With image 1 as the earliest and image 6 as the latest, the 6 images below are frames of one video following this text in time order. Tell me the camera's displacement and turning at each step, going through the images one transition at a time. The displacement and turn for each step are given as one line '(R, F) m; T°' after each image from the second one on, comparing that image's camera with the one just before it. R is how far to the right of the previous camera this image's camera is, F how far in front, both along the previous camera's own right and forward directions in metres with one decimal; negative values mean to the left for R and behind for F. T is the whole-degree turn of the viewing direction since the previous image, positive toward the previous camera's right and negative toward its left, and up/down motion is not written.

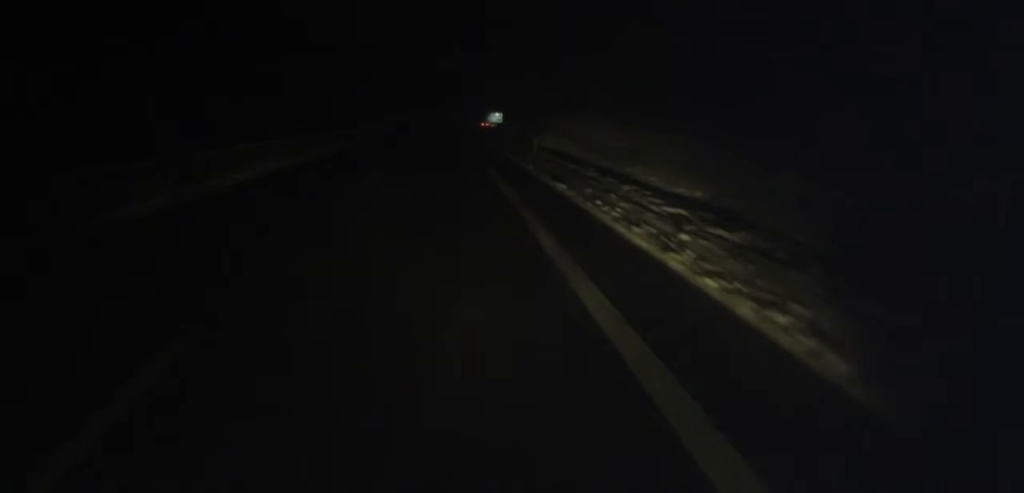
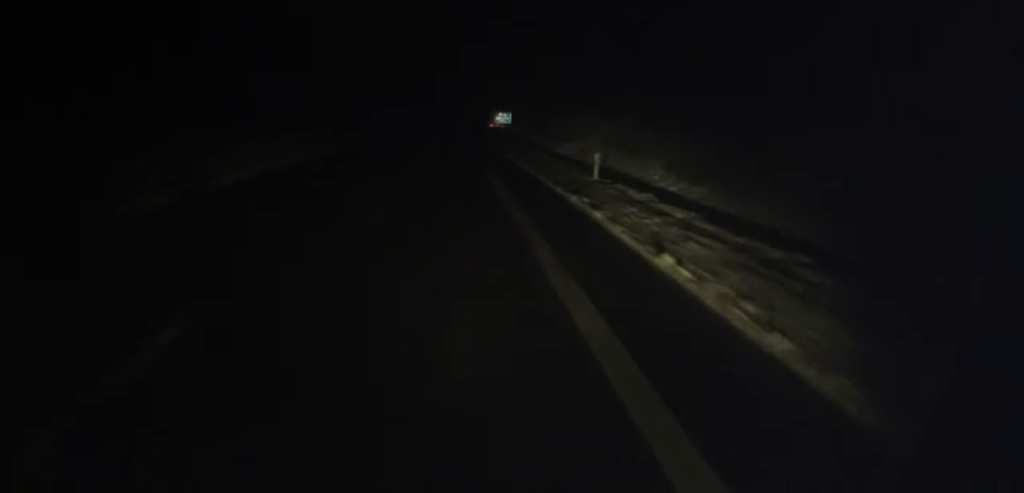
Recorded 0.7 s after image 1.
(+0.6, +16.8) m; +1°
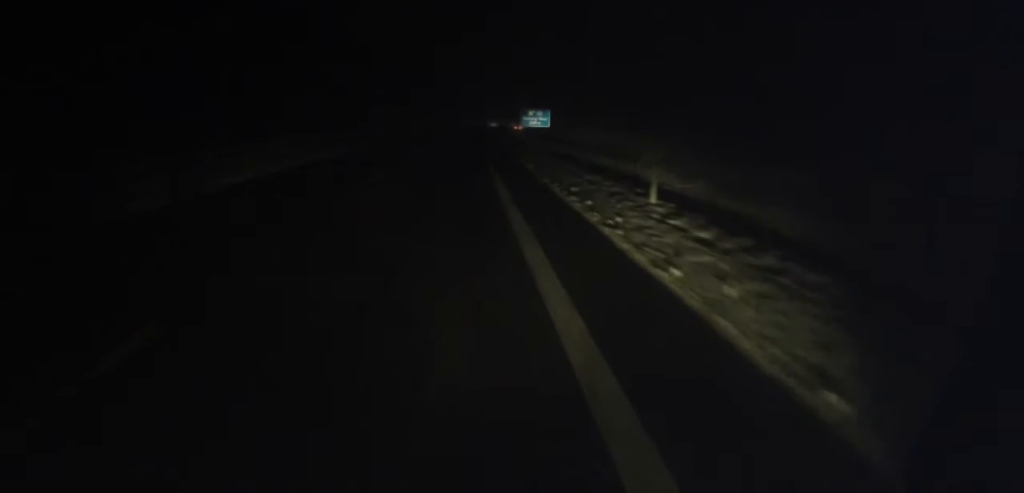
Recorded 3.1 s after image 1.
(-0.4, +55.2) m; -1°
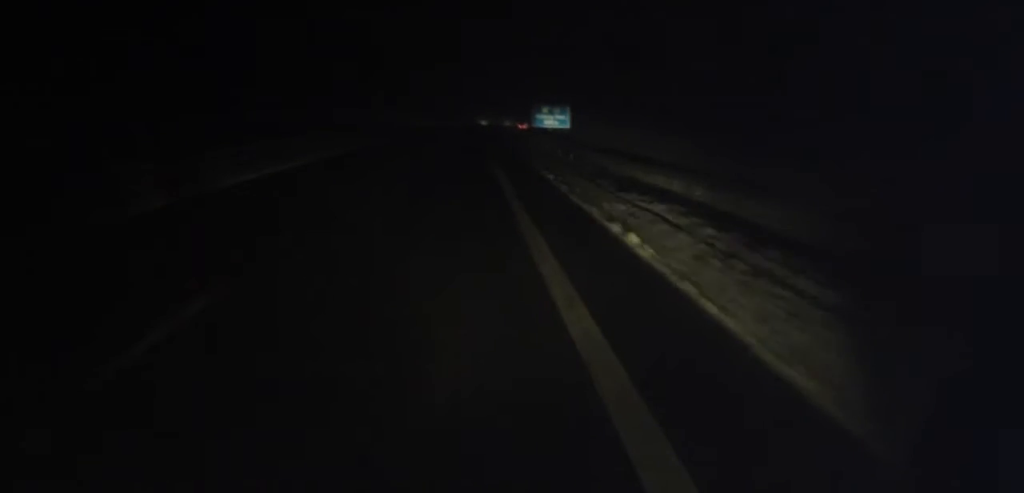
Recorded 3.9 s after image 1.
(0.0, +16.8) m; -1°
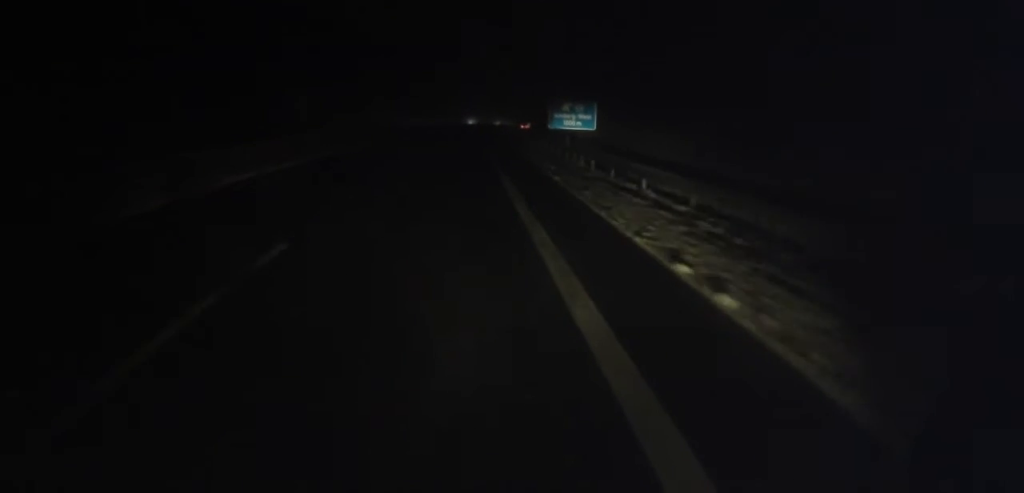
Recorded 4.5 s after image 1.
(-0.2, +15.3) m; 0°
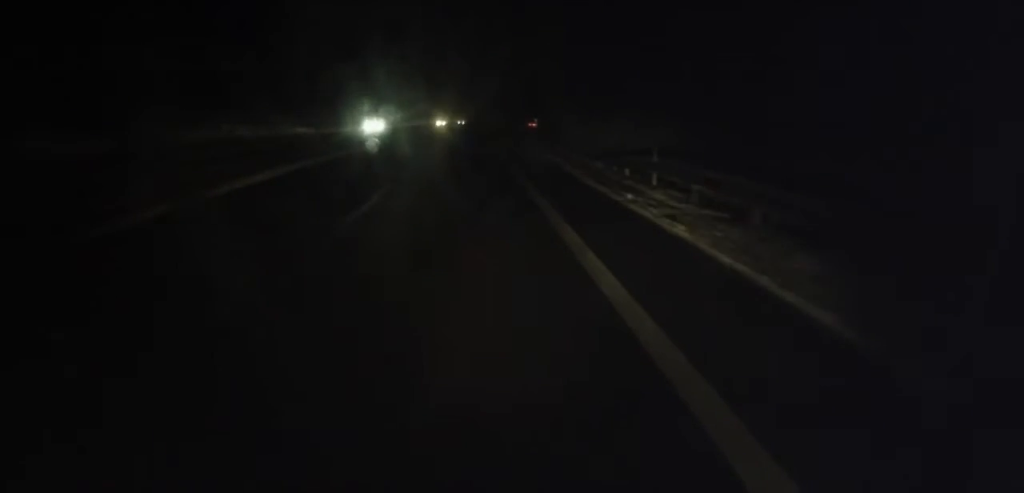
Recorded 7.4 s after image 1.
(+2.4, +64.5) m; +4°
